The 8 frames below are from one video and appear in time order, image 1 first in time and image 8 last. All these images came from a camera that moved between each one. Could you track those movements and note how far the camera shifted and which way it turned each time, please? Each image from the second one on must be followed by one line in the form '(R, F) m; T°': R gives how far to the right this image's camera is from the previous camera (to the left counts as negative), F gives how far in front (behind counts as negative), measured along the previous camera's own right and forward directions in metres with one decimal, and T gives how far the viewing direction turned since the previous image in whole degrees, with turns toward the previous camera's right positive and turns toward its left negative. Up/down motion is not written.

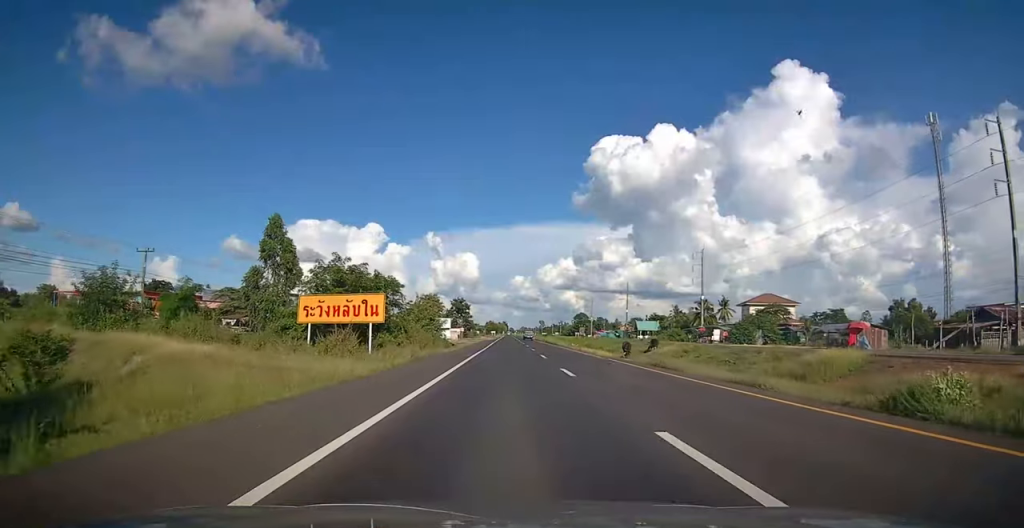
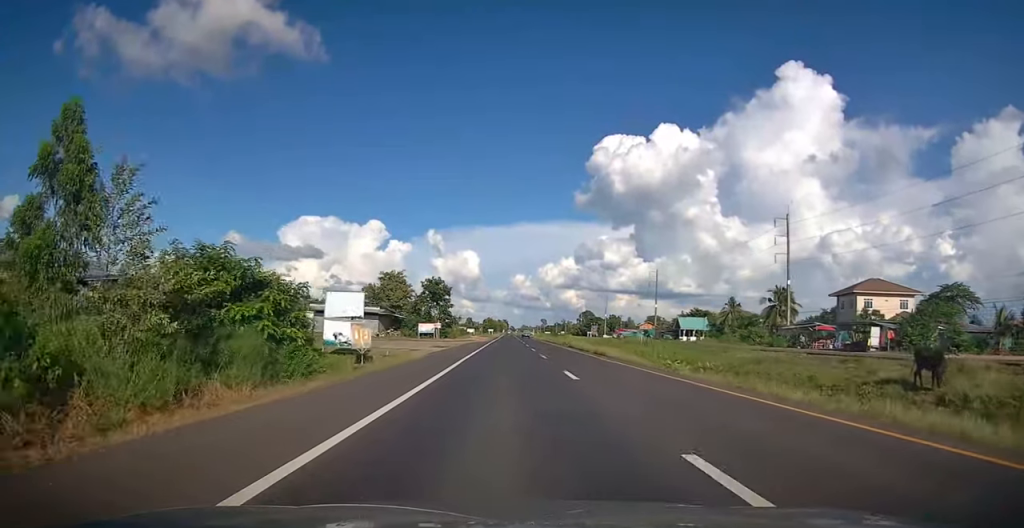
(+0.1, +37.3) m; 0°
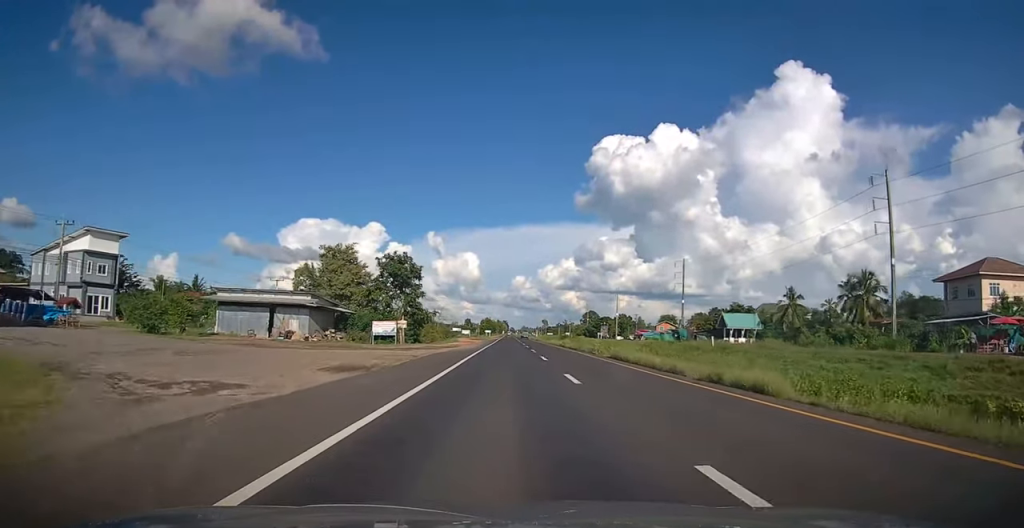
(-0.2, +24.4) m; -1°
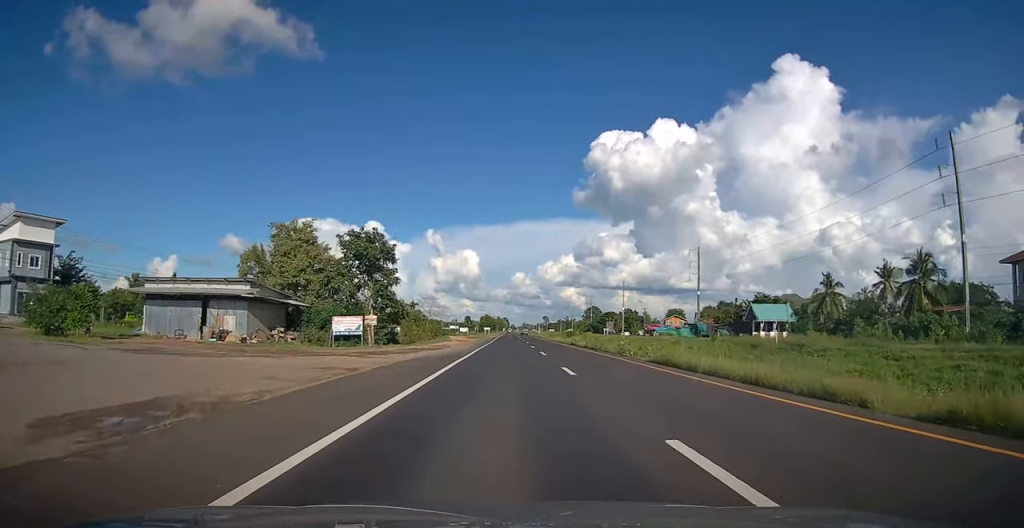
(-0.1, +11.0) m; 0°
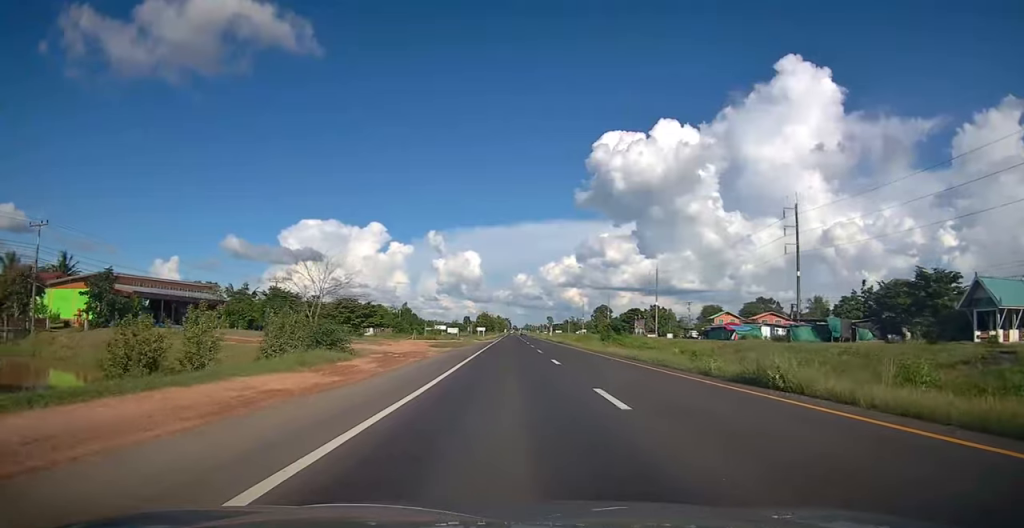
(+0.5, +42.5) m; +1°
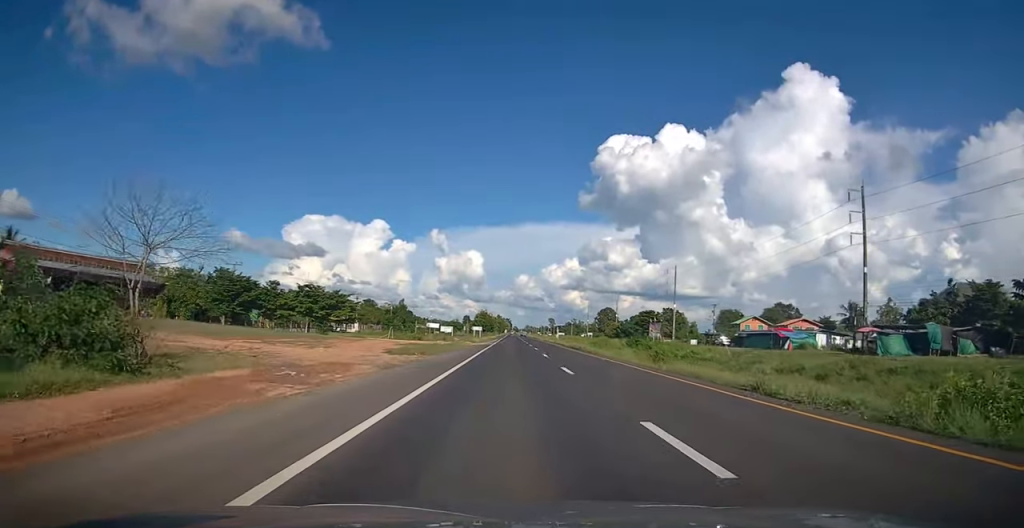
(+0.1, +16.3) m; 0°
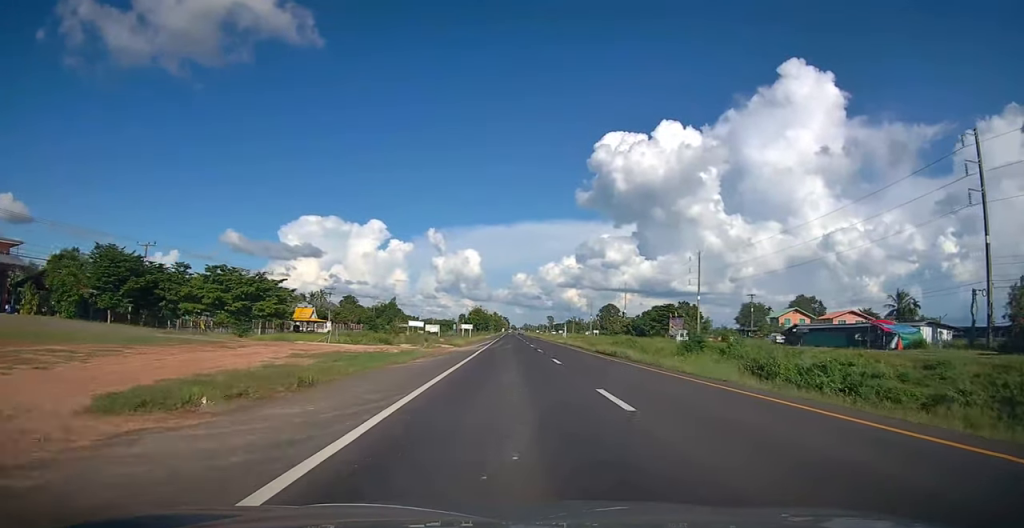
(-0.3, +20.0) m; 0°
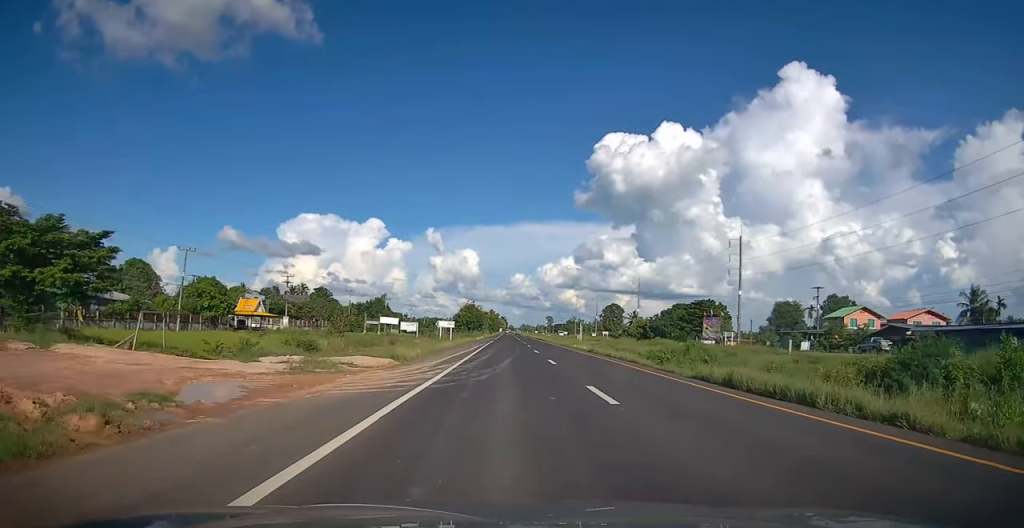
(+0.2, +23.0) m; 0°
